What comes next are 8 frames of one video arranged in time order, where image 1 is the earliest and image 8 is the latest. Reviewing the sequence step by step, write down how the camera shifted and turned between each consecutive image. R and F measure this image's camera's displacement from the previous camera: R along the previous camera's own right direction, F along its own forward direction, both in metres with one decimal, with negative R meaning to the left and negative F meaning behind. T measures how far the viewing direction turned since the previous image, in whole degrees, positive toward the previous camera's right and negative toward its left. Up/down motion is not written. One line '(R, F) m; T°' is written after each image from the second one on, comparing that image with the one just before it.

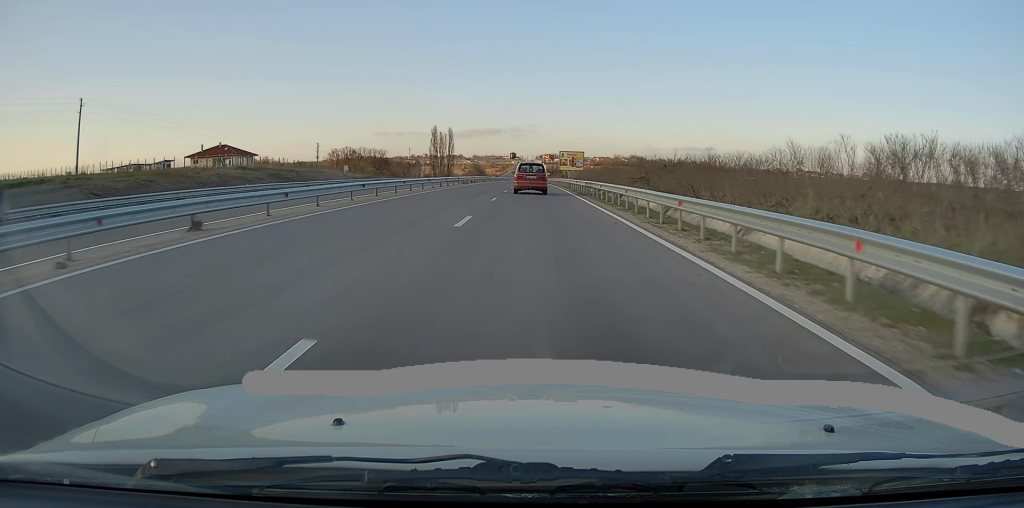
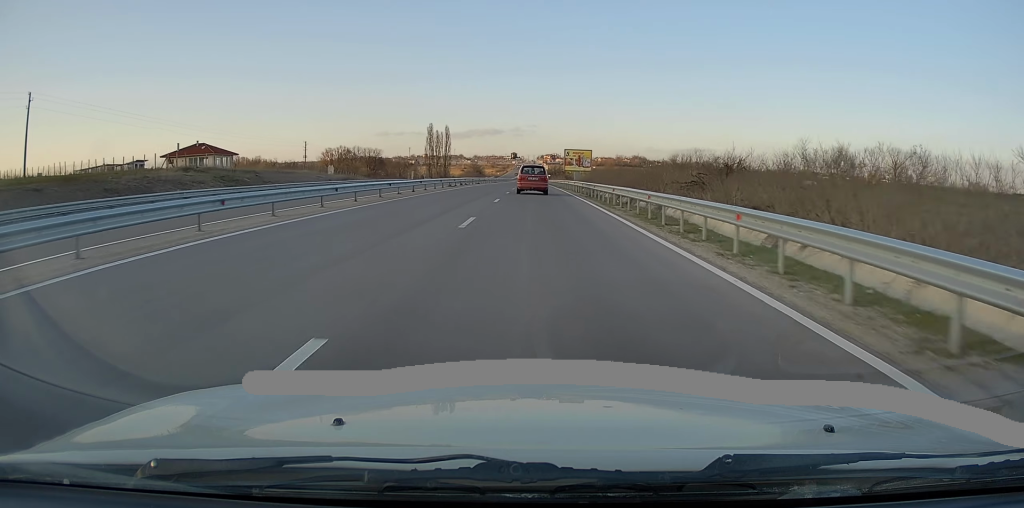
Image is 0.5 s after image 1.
(+0.1, +11.9) m; 0°
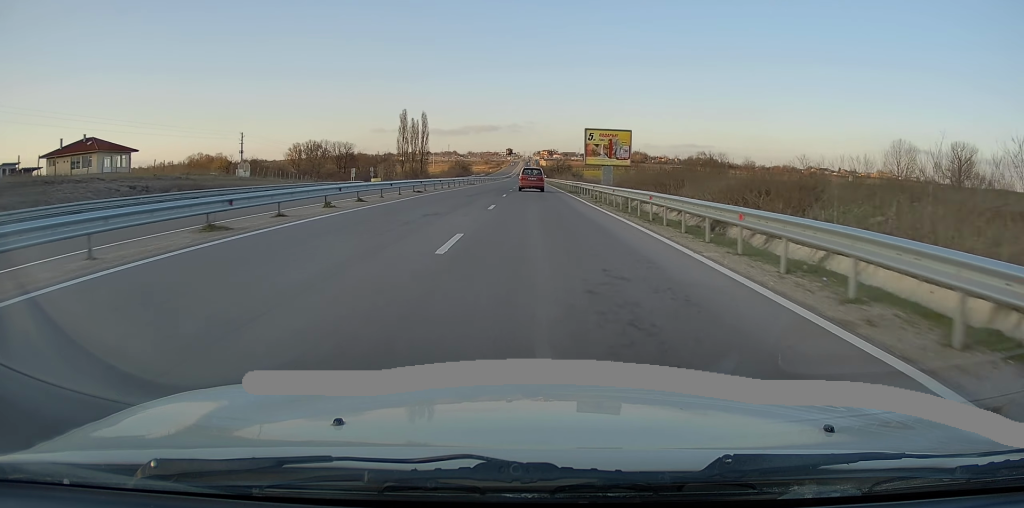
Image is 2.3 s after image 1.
(+0.2, +39.8) m; 0°
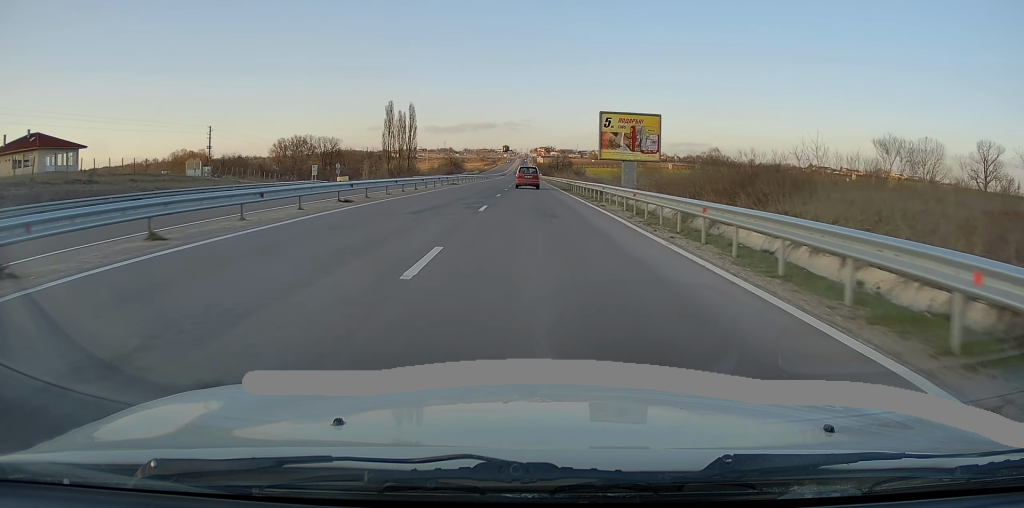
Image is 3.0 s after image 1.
(+0.1, +14.0) m; 0°
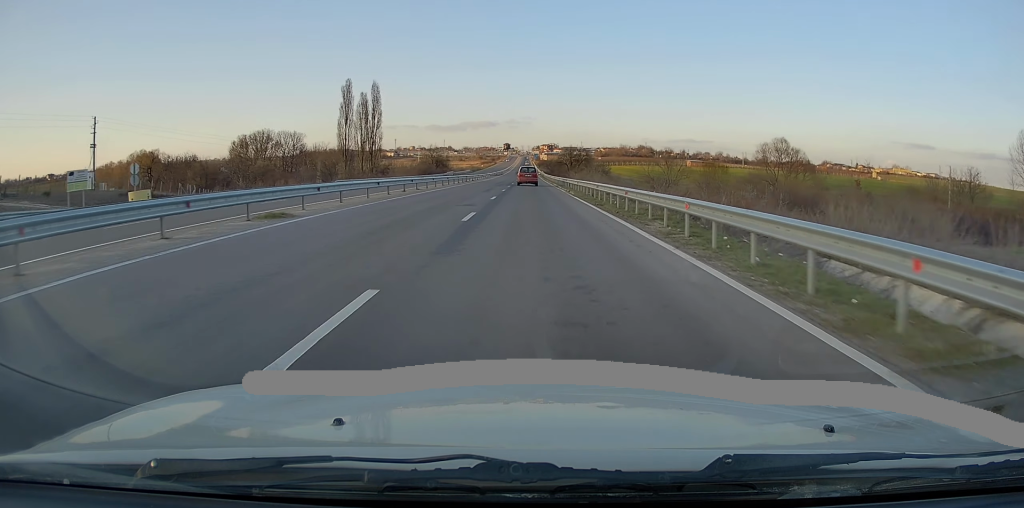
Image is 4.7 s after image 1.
(-0.1, +39.4) m; 0°
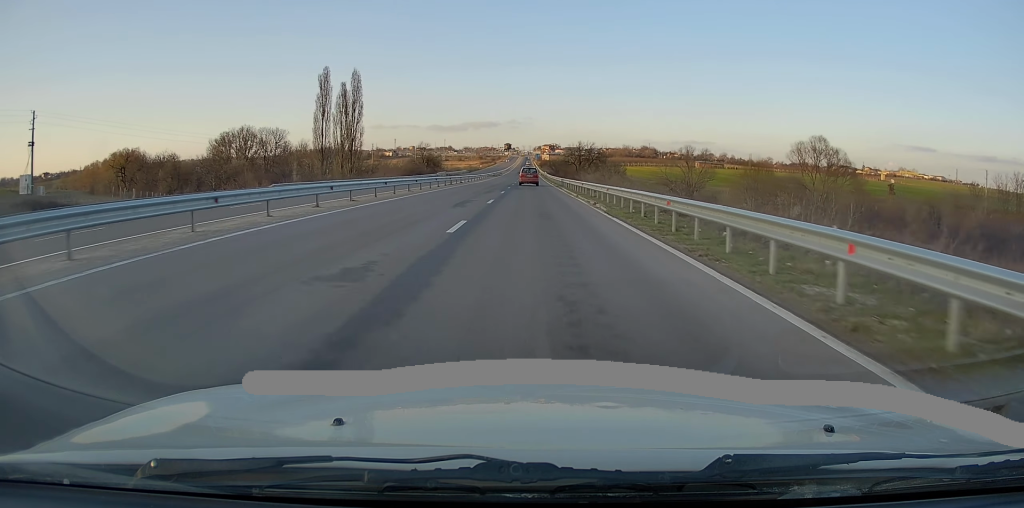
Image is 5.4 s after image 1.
(0.0, +14.8) m; 0°
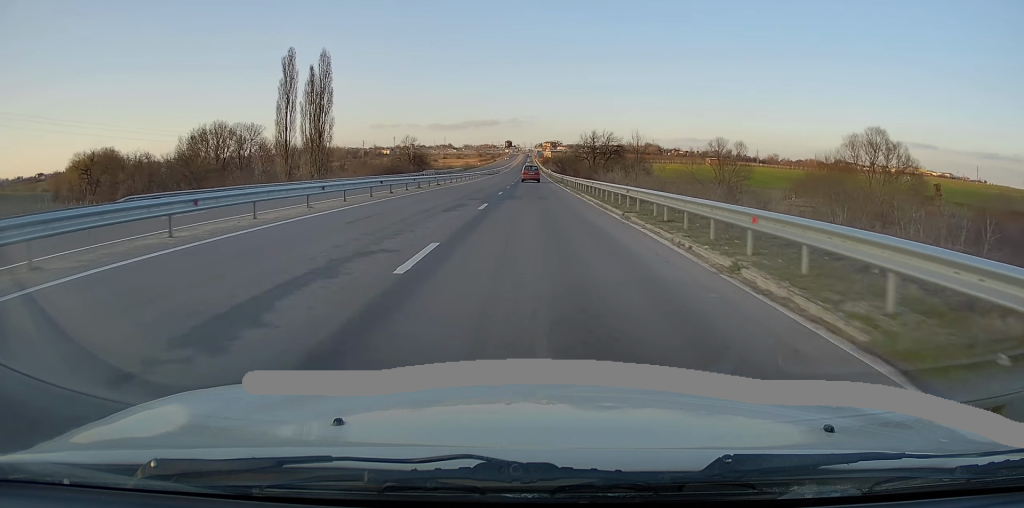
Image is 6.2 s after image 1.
(0.0, +17.0) m; 0°
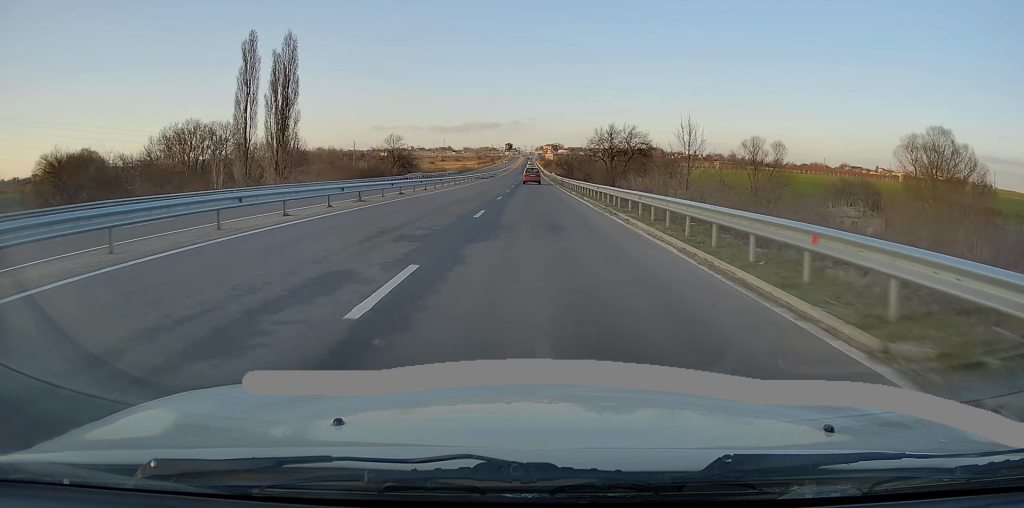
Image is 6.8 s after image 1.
(0.0, +14.0) m; 0°
